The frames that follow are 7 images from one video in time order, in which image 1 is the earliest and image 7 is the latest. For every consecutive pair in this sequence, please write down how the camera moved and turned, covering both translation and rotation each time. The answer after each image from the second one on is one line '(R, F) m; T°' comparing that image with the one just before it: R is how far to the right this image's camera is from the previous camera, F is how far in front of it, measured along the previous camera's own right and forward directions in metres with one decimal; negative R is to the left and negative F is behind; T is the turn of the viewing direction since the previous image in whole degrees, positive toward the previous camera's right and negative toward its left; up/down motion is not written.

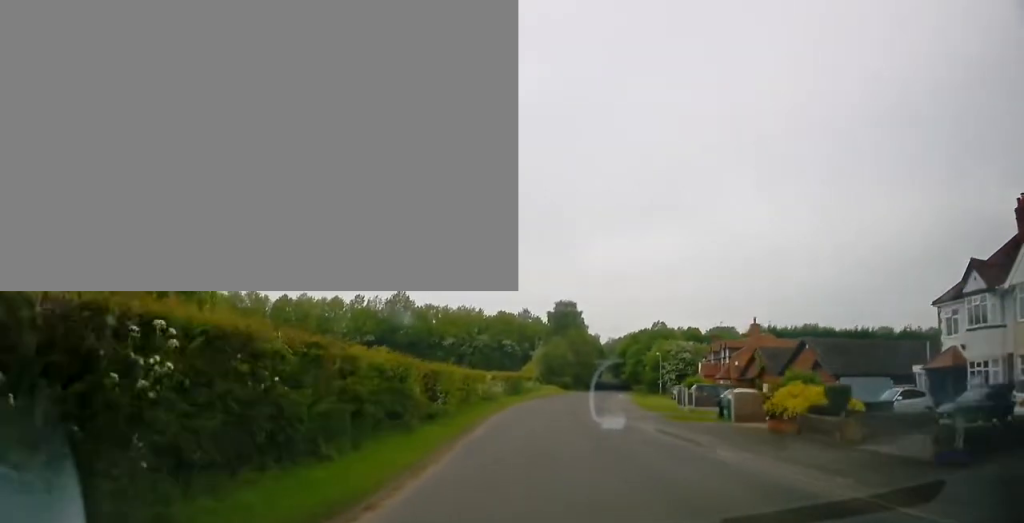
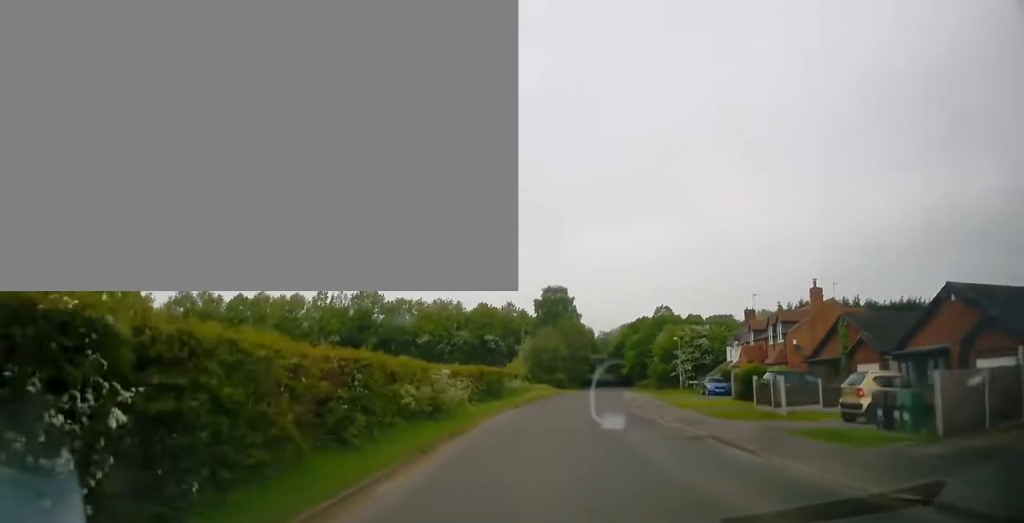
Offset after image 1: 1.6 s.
(-0.2, +14.4) m; 0°
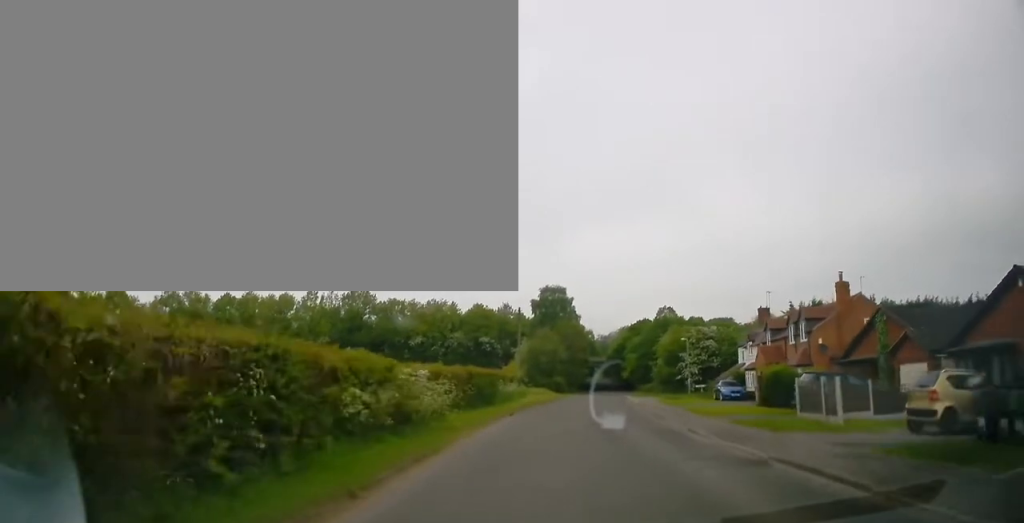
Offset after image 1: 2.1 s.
(+0.2, +4.3) m; 0°
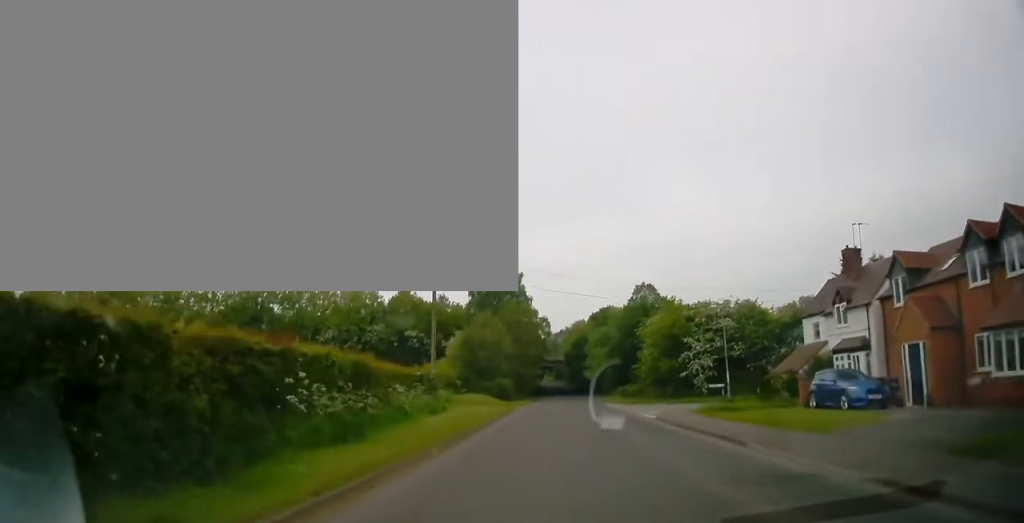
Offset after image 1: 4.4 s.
(+0.3, +21.7) m; +5°
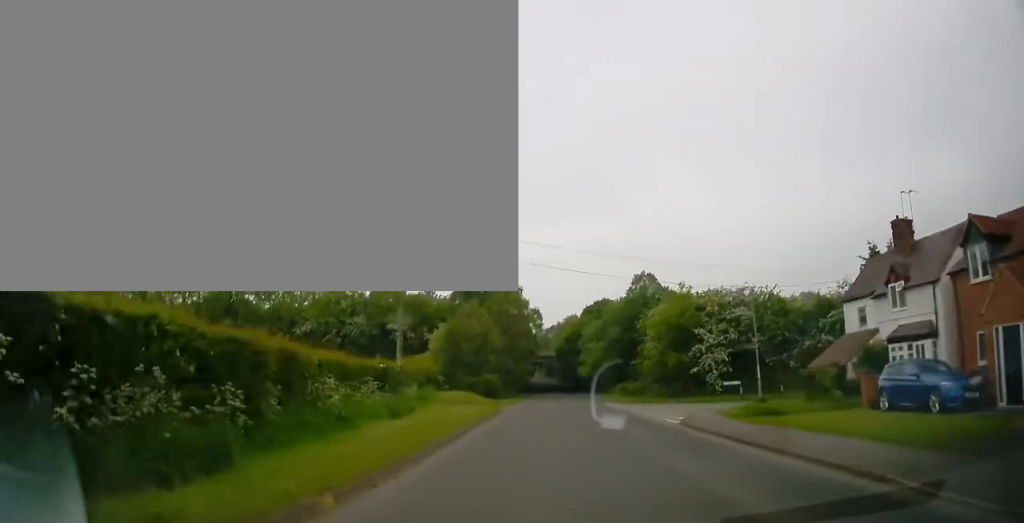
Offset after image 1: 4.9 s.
(+0.2, +5.5) m; +2°
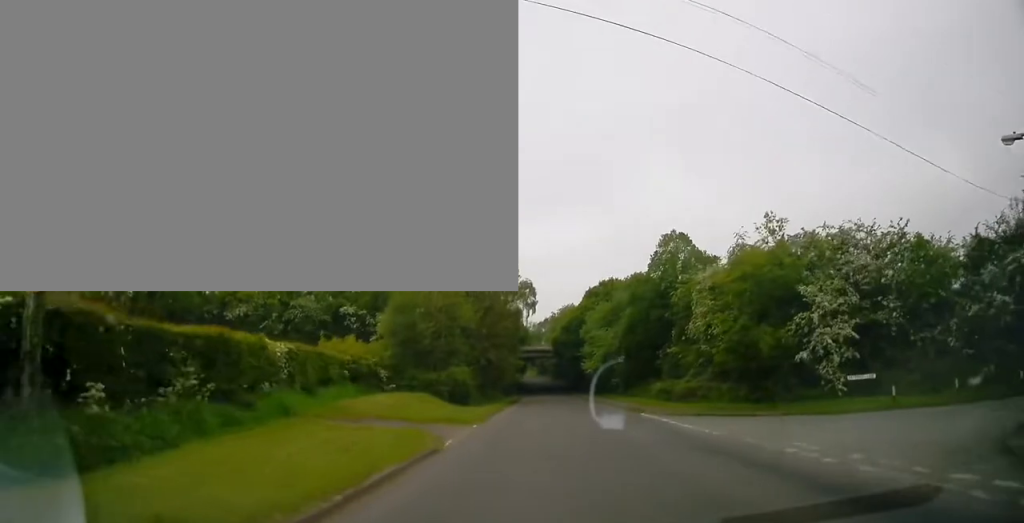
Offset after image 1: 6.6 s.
(-0.1, +17.0) m; -3°
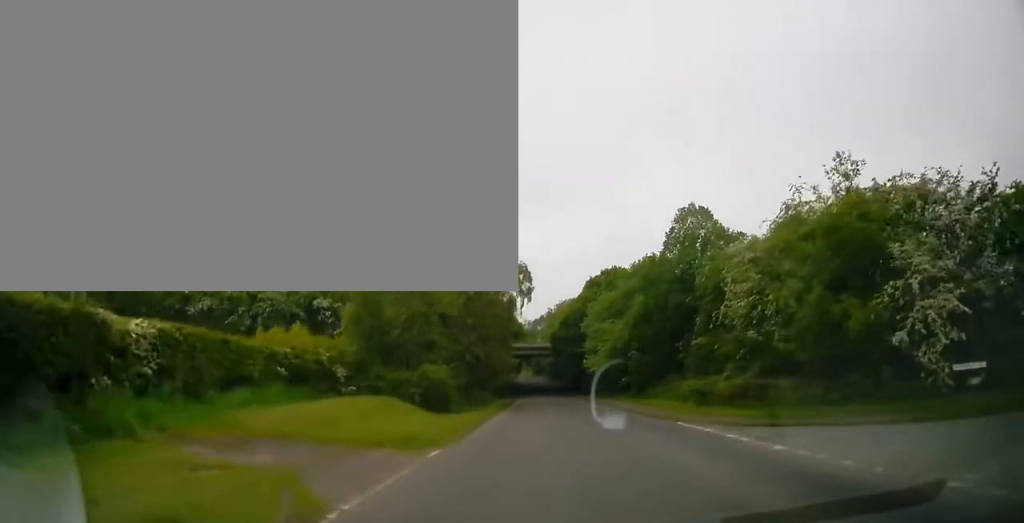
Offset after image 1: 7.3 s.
(0.0, +7.5) m; +2°
